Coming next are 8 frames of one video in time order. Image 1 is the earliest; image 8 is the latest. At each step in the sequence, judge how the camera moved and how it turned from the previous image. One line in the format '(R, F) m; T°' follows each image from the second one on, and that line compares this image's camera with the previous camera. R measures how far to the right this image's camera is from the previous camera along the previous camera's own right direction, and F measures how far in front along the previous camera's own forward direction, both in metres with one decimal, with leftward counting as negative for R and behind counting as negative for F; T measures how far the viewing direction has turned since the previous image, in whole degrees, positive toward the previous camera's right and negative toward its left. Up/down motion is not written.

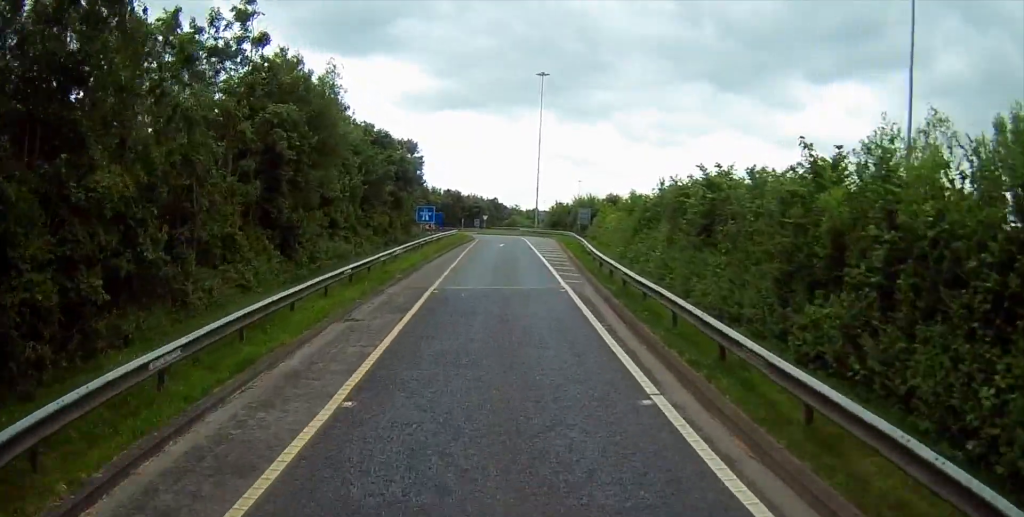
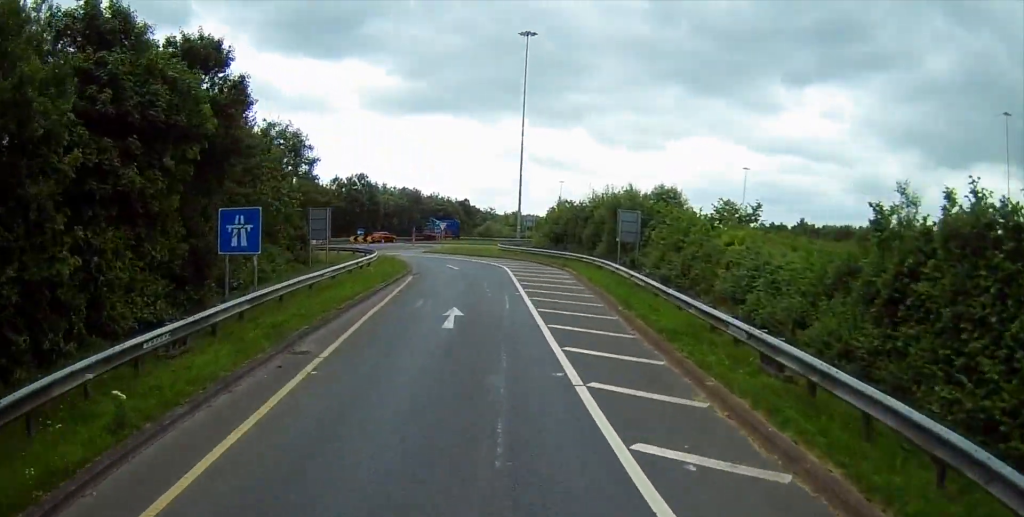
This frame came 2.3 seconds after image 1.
(+0.2, +35.0) m; +2°
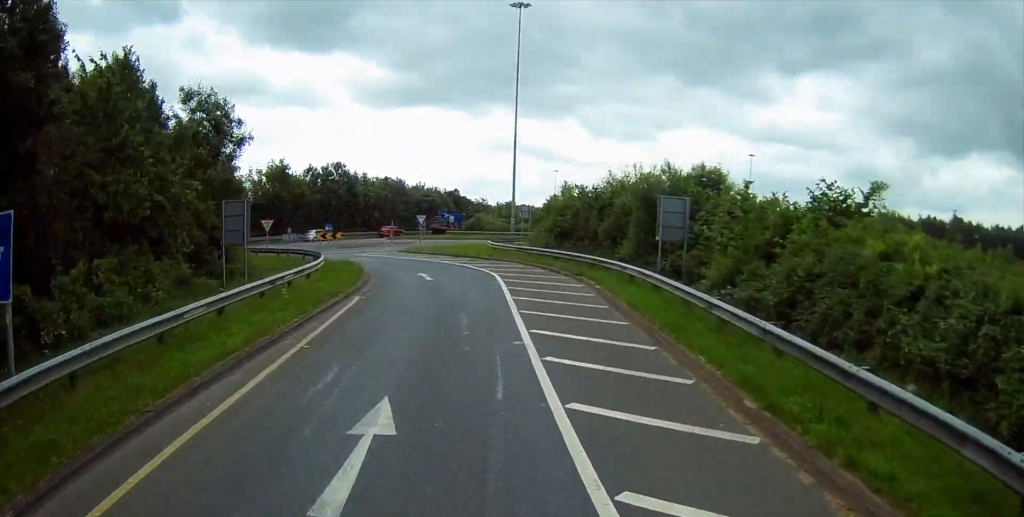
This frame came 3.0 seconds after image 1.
(+0.2, +10.2) m; +1°
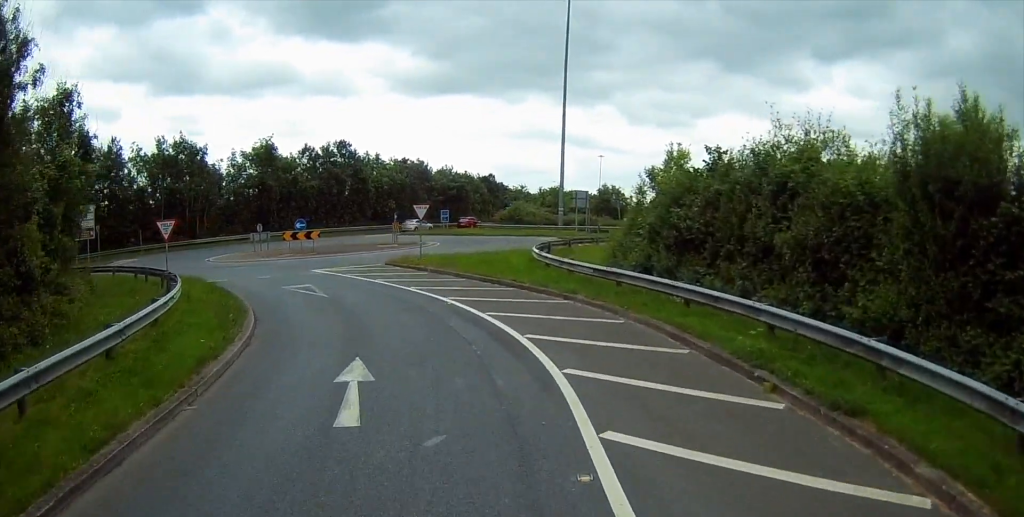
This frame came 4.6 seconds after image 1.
(-0.1, +19.3) m; -3°
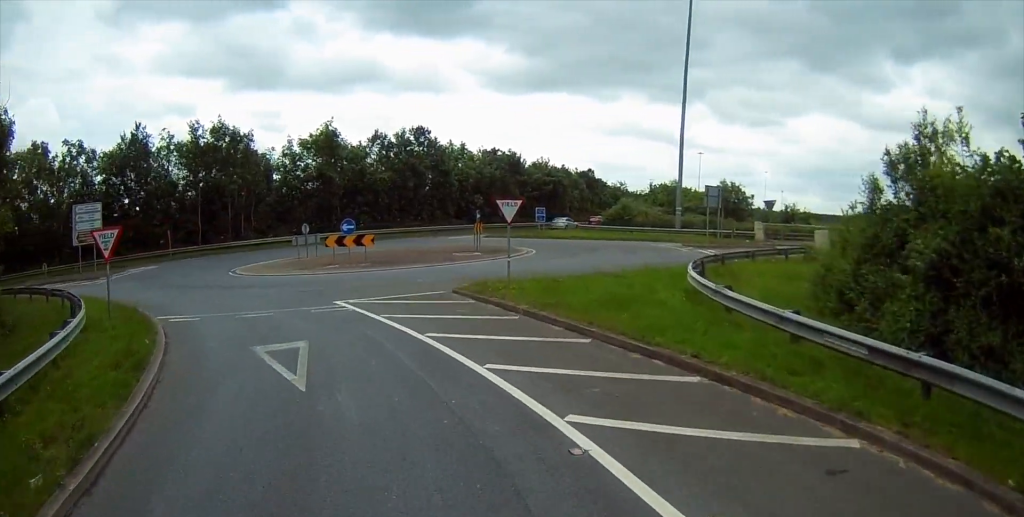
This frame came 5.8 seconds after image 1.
(-0.6, +11.6) m; -6°
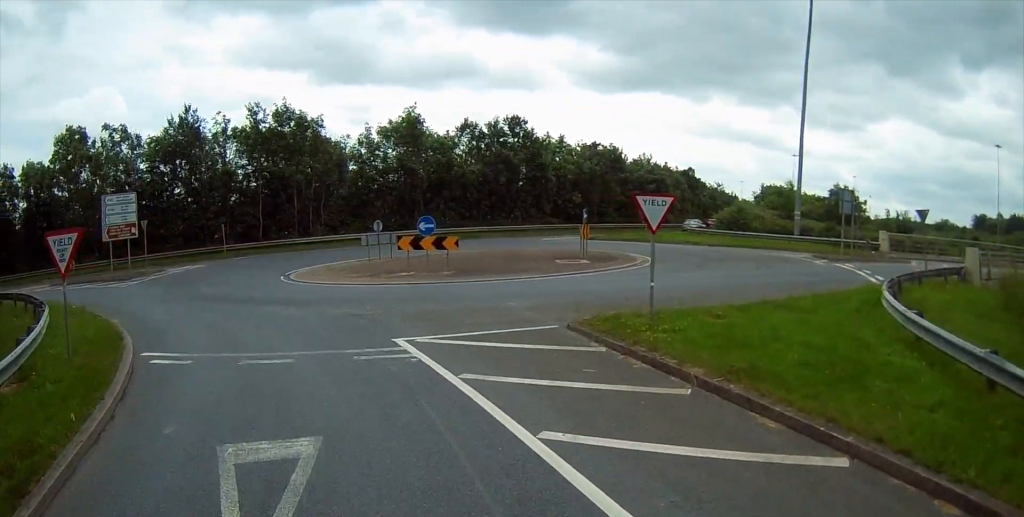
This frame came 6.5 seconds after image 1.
(-0.2, +6.8) m; -5°
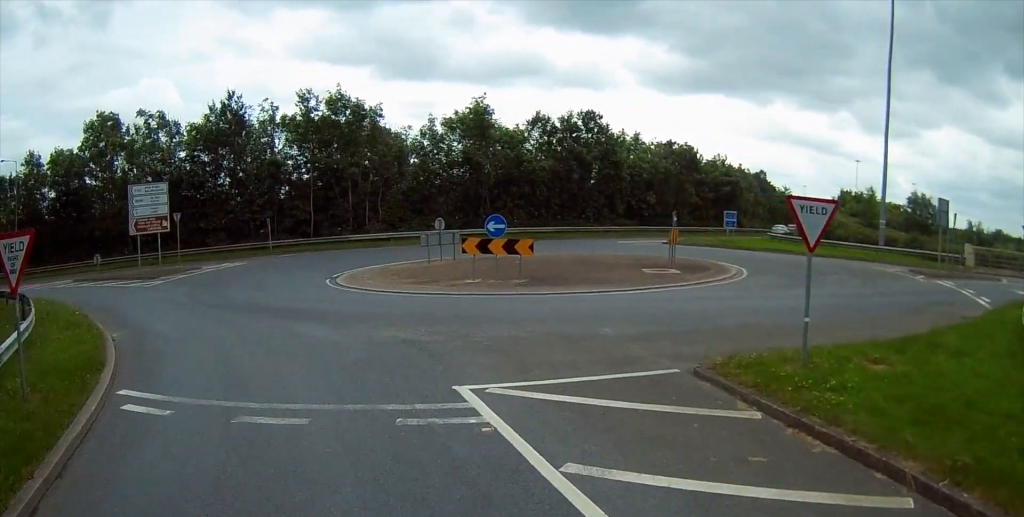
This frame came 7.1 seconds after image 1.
(-0.2, +4.1) m; -5°
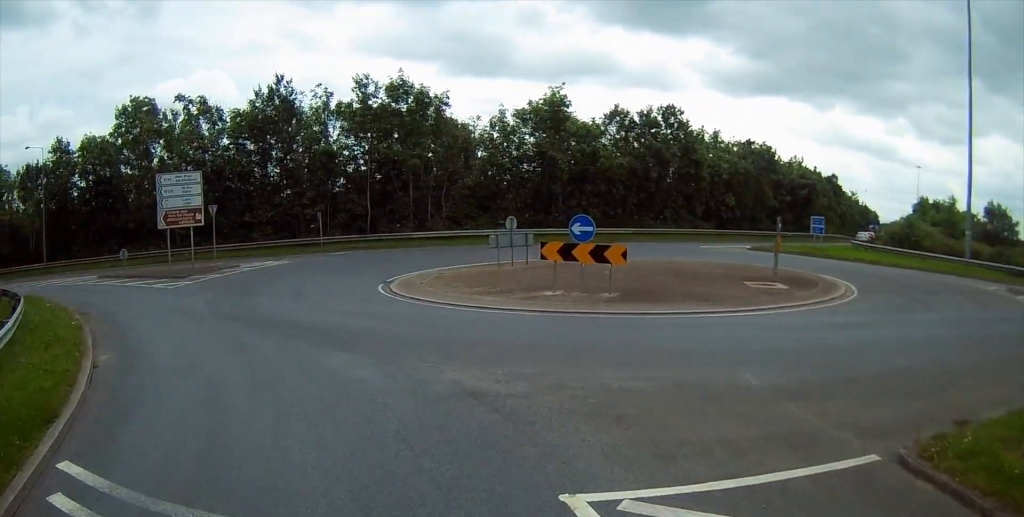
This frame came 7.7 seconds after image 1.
(-0.3, +4.4) m; -6°
